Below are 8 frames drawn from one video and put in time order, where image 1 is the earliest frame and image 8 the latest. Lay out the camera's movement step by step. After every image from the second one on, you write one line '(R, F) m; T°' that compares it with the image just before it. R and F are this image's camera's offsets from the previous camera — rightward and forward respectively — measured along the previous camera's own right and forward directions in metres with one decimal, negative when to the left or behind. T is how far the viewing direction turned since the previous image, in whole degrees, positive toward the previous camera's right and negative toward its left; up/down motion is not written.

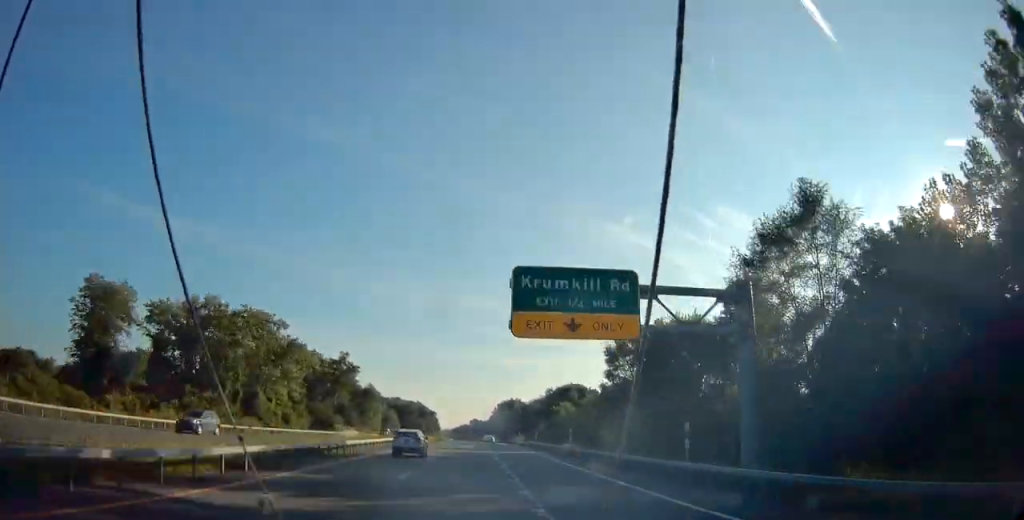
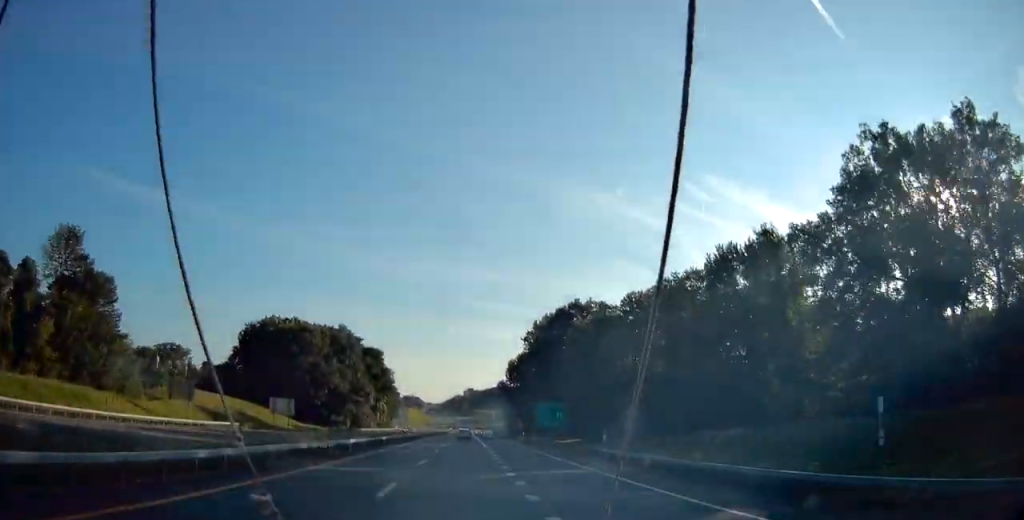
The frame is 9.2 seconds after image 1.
(+0.8, +227.0) m; 0°
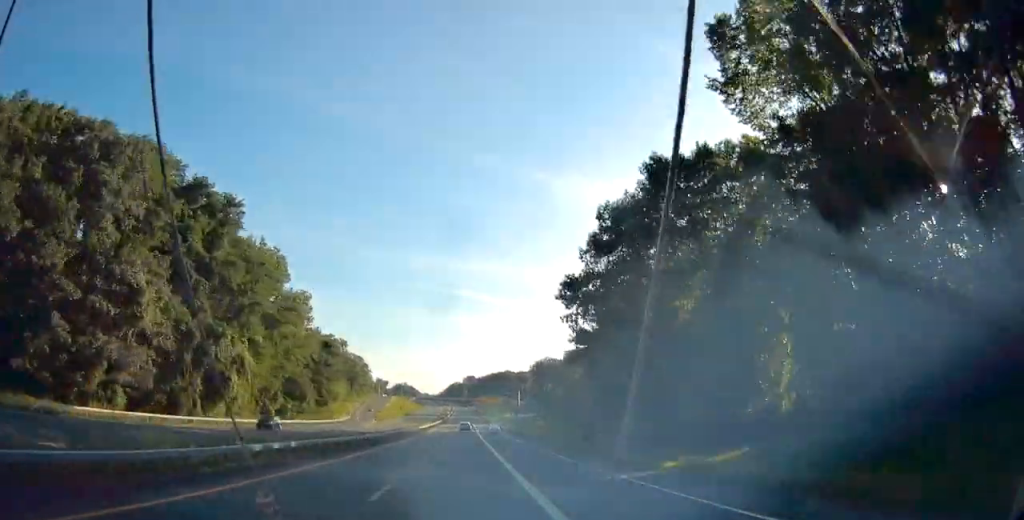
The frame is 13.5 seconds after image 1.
(+0.2, +109.3) m; 0°
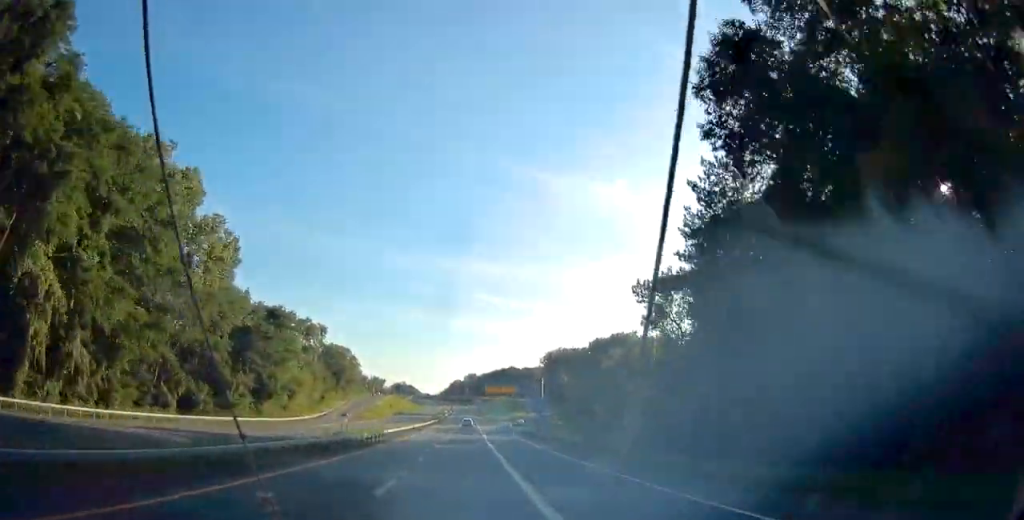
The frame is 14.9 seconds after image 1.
(0.0, +35.5) m; 0°
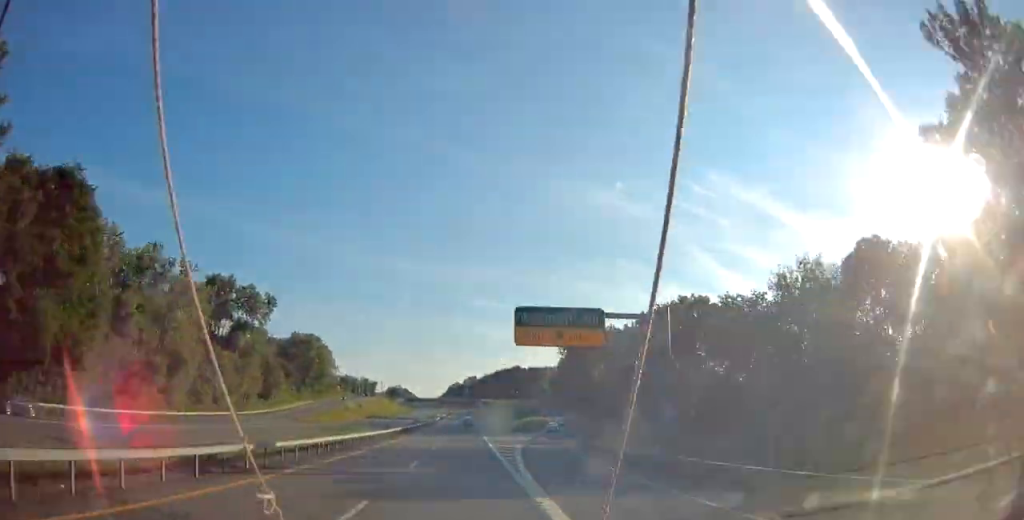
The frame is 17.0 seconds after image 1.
(-0.1, +52.8) m; 0°
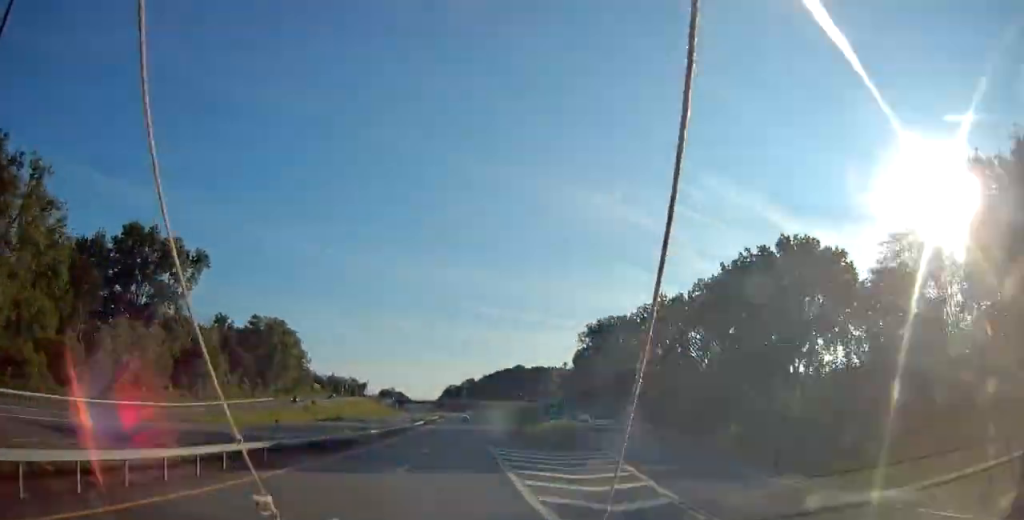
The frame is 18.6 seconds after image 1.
(-0.1, +39.9) m; 0°
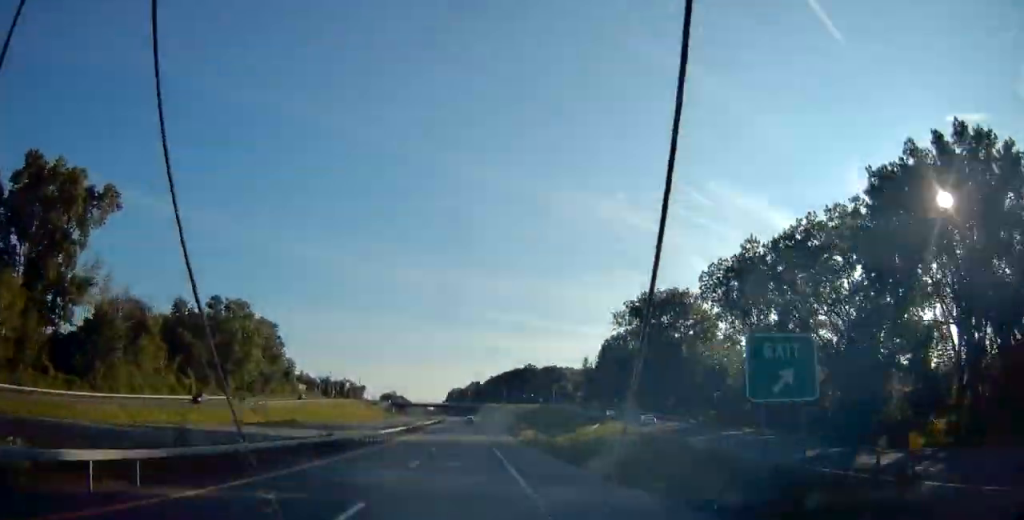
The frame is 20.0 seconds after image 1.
(0.0, +34.4) m; 0°
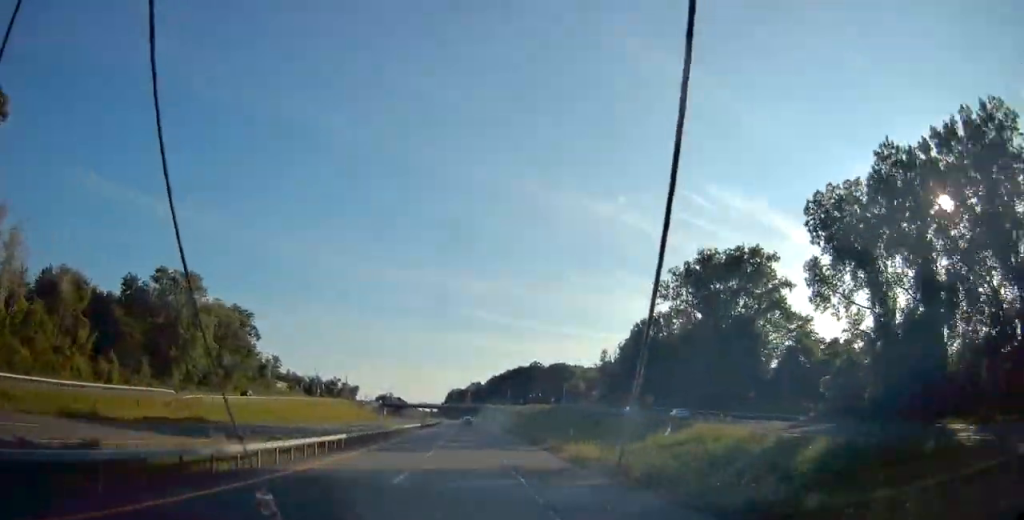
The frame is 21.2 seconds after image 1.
(+0.1, +29.4) m; 0°
